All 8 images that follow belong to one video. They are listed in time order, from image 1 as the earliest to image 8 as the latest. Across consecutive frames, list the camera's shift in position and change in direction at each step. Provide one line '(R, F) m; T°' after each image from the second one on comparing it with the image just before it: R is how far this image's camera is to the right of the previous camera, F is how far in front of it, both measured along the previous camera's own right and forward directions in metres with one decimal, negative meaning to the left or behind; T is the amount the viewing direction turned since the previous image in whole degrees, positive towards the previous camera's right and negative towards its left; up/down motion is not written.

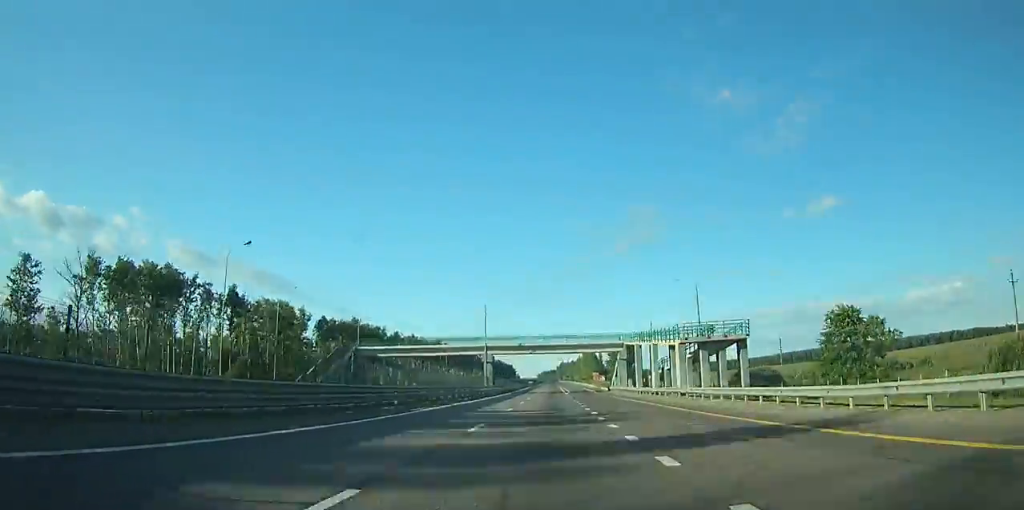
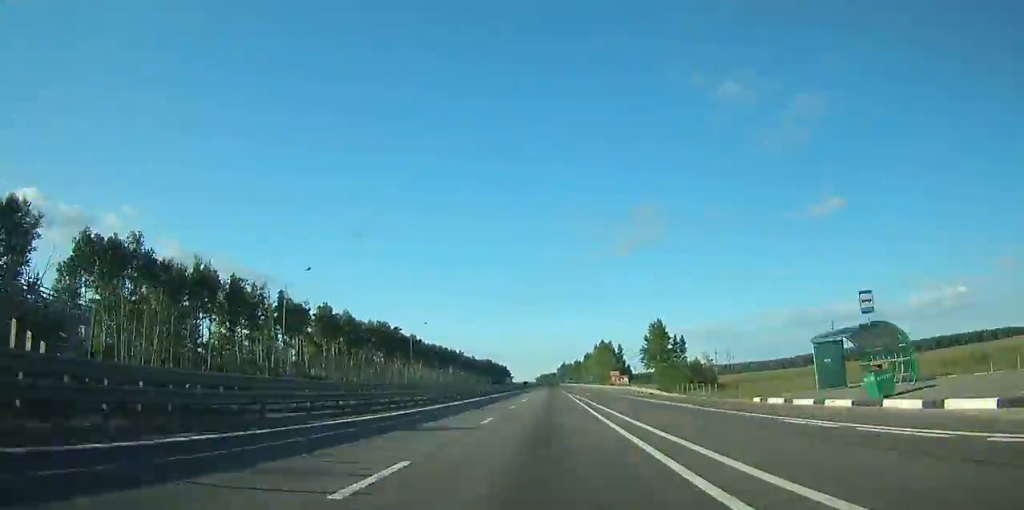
(+0.1, +86.3) m; 0°
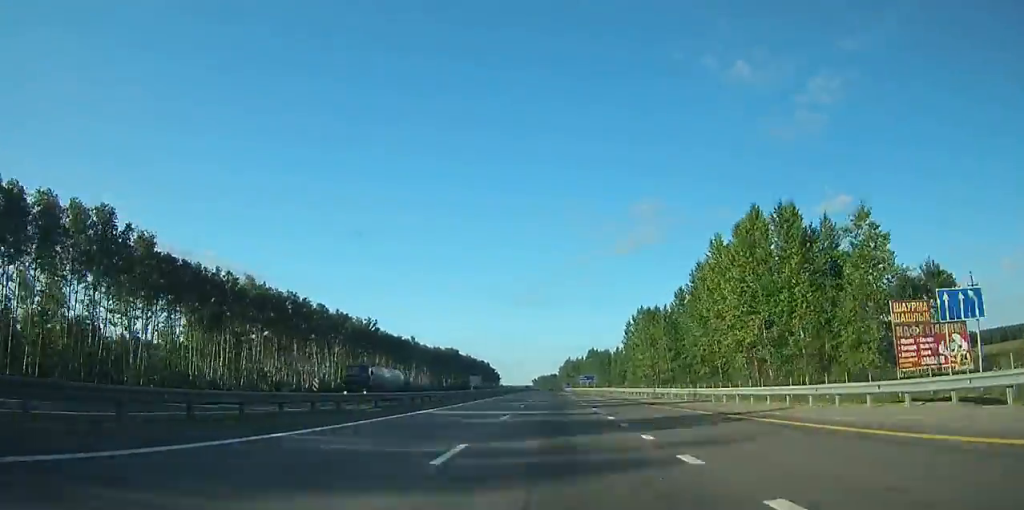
(-0.1, +157.5) m; 0°
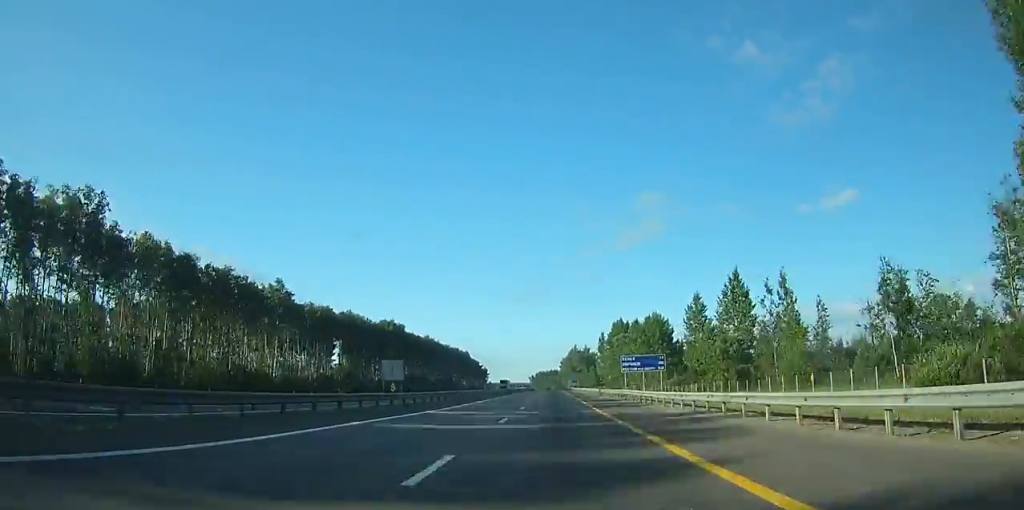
(0.0, +115.3) m; 0°
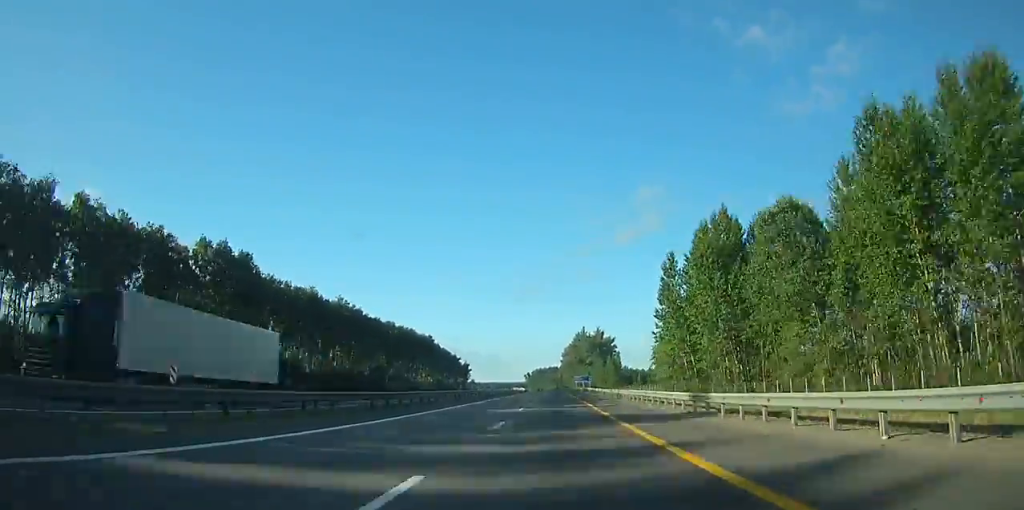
(+0.1, +104.8) m; 0°
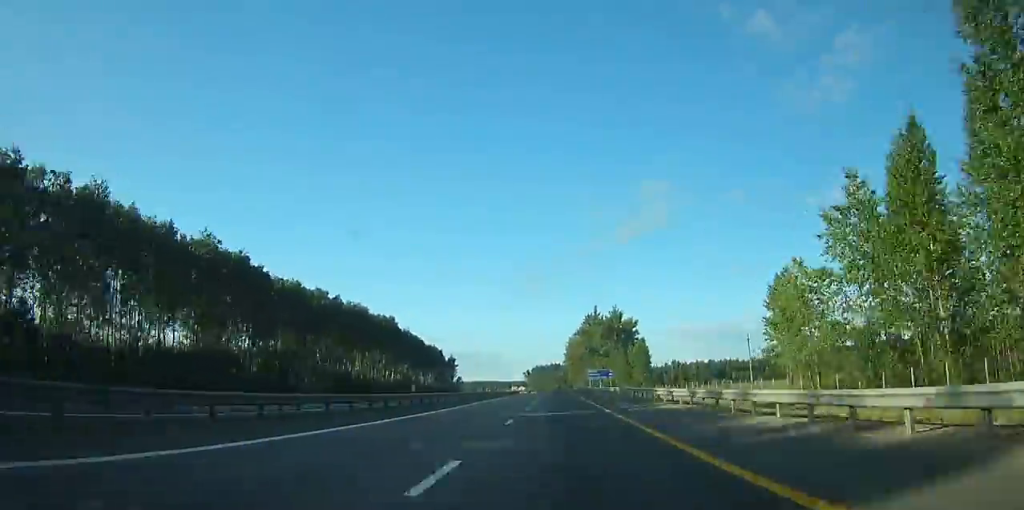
(0.0, +60.4) m; 0°
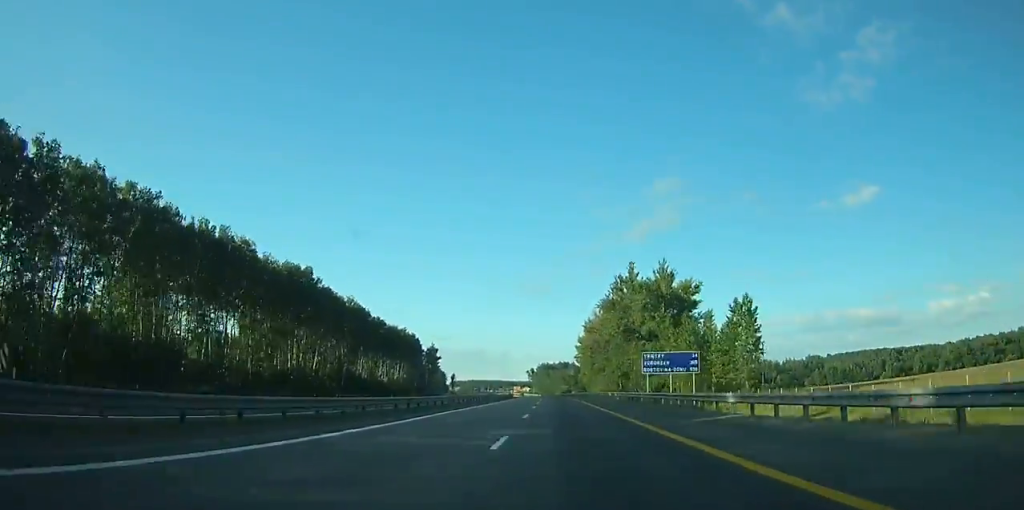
(-0.4, +70.1) m; -1°
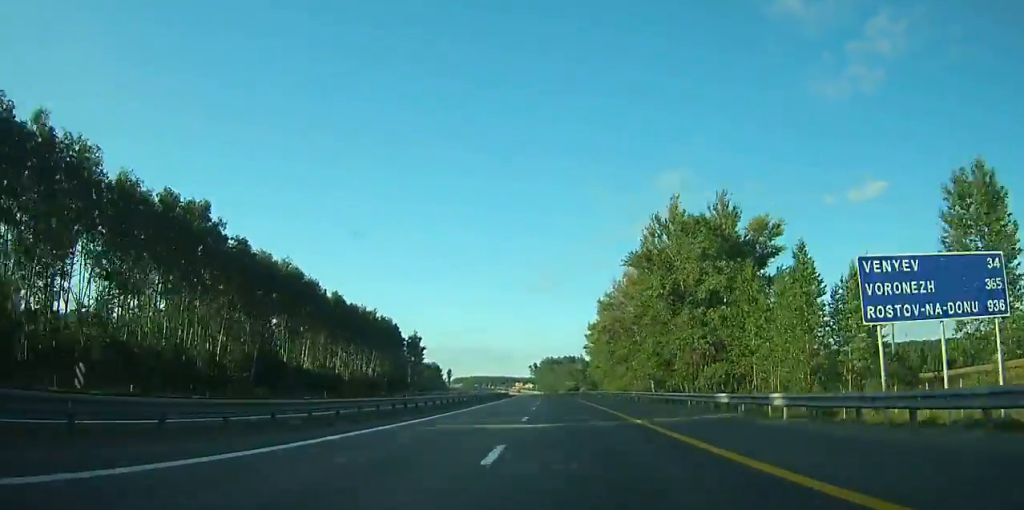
(-0.1, +39.1) m; -1°
